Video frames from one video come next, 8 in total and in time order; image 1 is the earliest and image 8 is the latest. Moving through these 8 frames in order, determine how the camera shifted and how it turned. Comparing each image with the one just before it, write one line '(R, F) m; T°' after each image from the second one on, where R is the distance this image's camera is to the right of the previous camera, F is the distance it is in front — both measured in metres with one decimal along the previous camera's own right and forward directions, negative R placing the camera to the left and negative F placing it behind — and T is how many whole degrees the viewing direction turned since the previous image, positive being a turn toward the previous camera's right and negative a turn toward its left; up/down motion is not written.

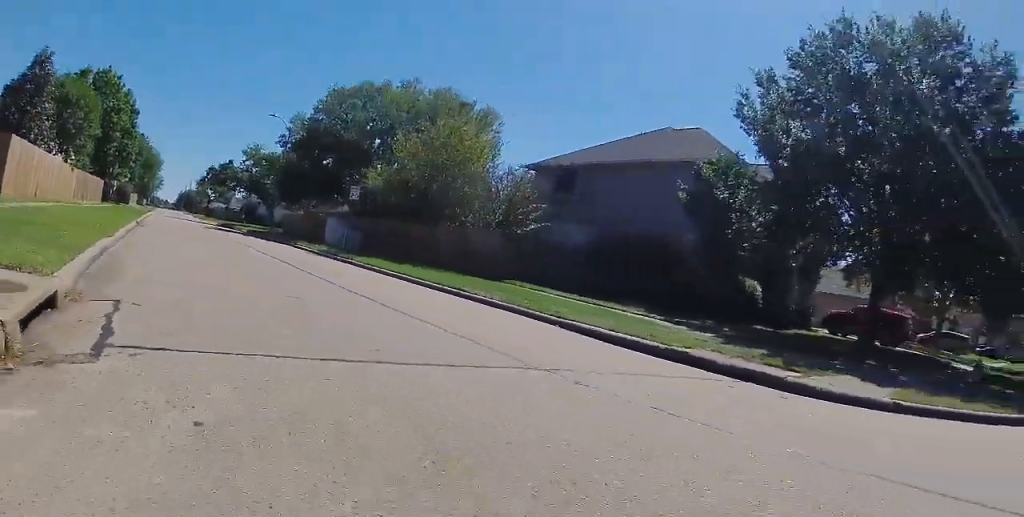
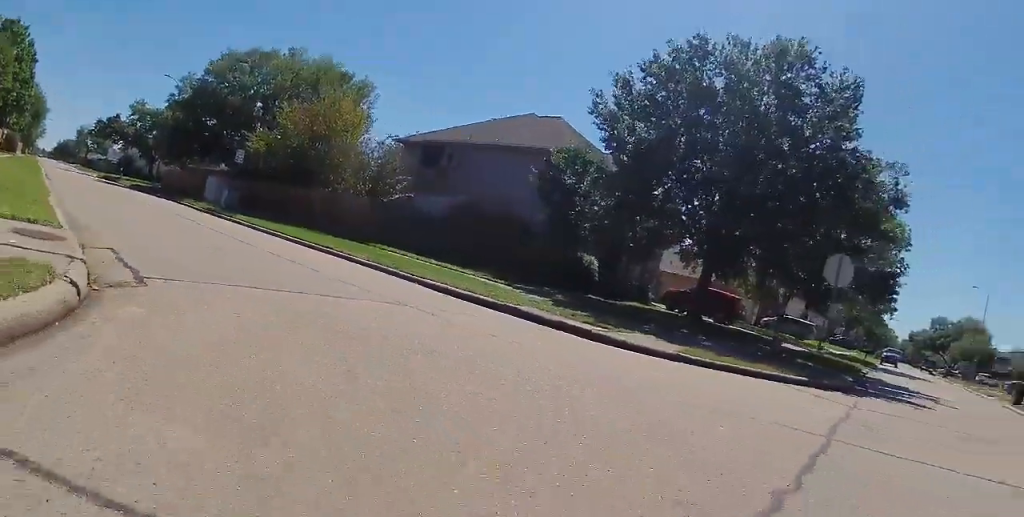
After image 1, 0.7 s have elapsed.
(+0.1, +2.6) m; +18°
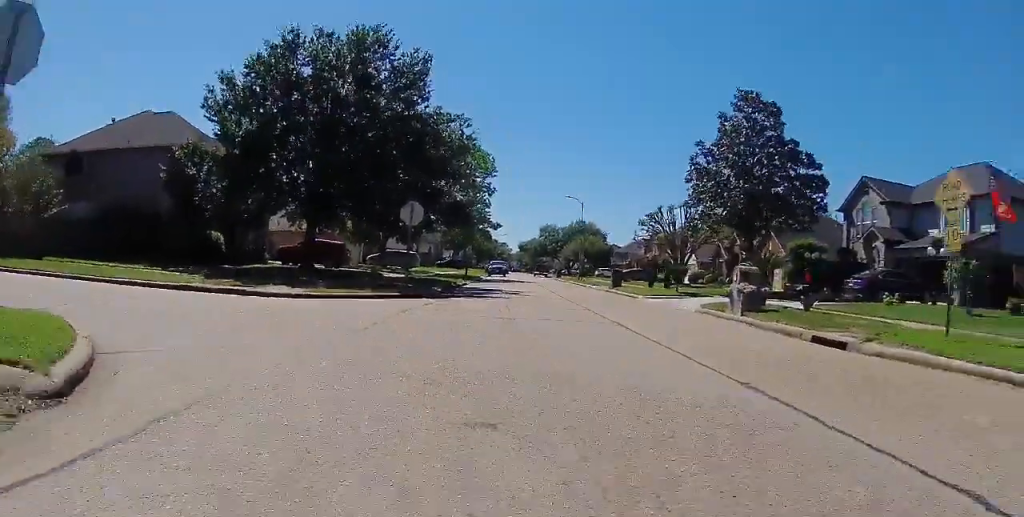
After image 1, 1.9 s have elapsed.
(+1.7, +4.5) m; +41°
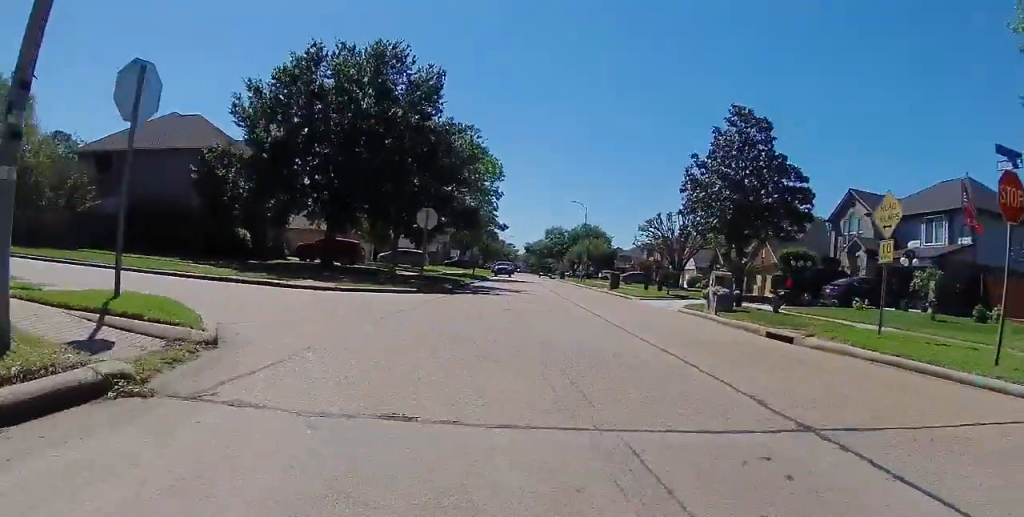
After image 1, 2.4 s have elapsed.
(+0.5, +2.4) m; +4°
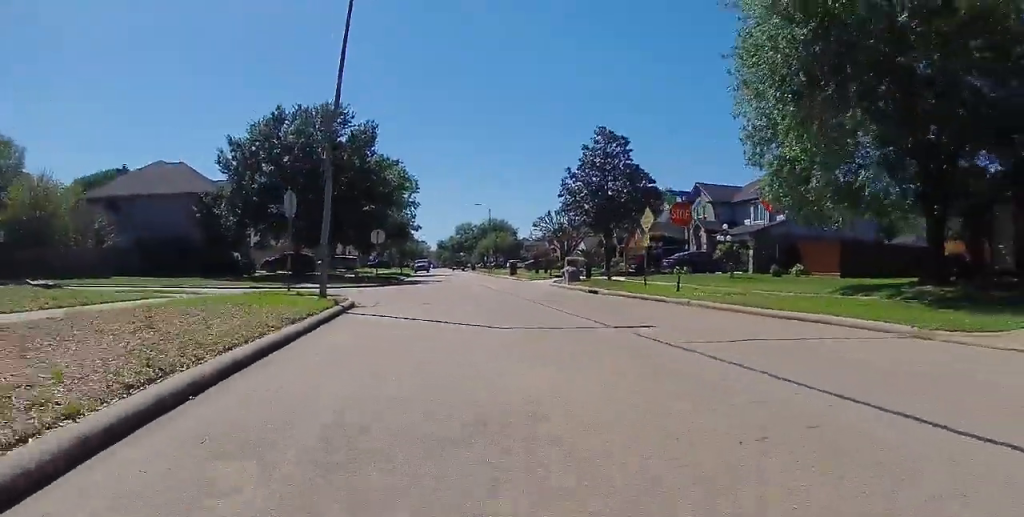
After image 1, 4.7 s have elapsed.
(+0.6, +10.9) m; +2°
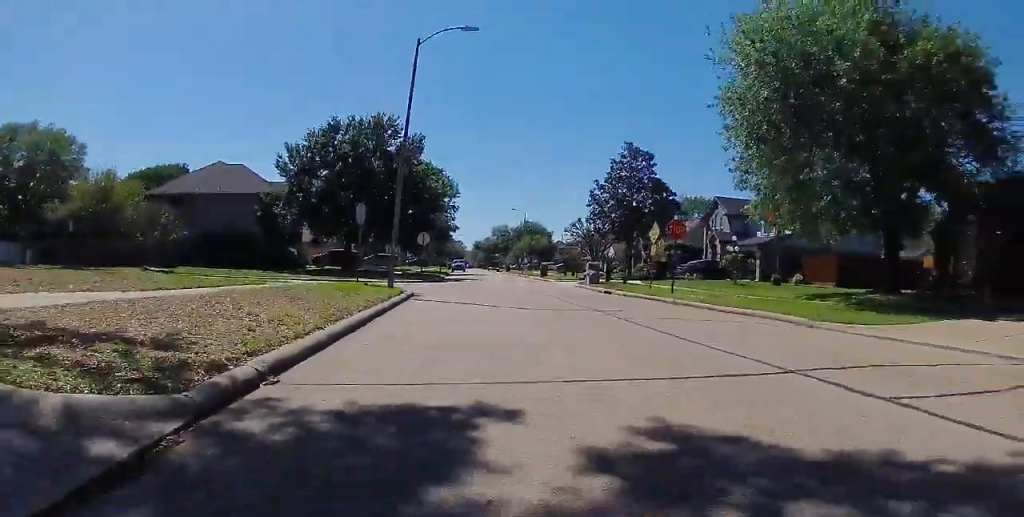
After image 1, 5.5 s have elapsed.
(-0.1, +4.1) m; -3°
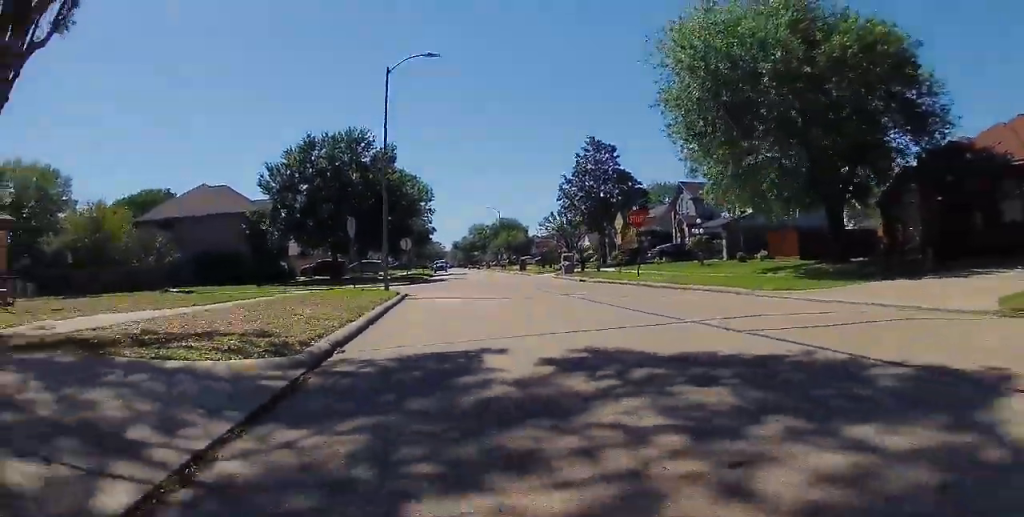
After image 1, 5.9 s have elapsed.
(-0.1, +2.3) m; -2°
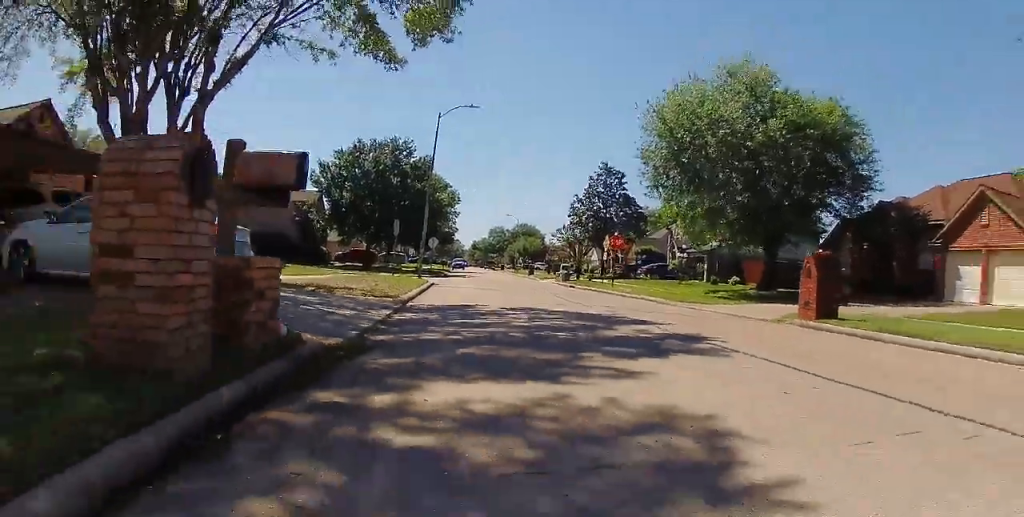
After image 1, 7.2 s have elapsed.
(-0.1, +7.1) m; -1°
